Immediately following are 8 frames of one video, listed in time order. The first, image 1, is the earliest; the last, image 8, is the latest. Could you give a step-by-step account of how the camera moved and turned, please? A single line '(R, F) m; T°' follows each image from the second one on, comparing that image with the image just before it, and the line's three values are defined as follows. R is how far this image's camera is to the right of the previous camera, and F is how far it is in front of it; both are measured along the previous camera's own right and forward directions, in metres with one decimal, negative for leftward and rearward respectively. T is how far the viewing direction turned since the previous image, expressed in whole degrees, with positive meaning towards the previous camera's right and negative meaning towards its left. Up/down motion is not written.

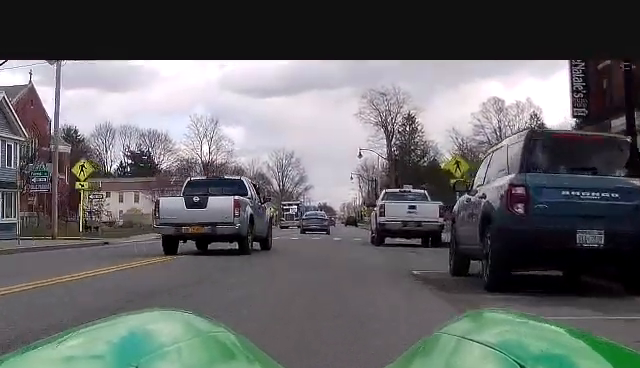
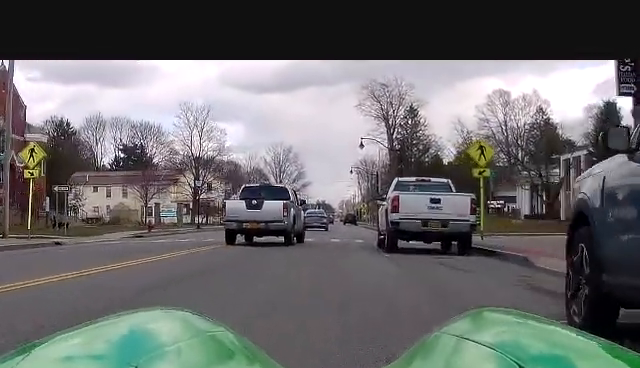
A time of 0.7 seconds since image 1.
(0.0, +6.5) m; 0°
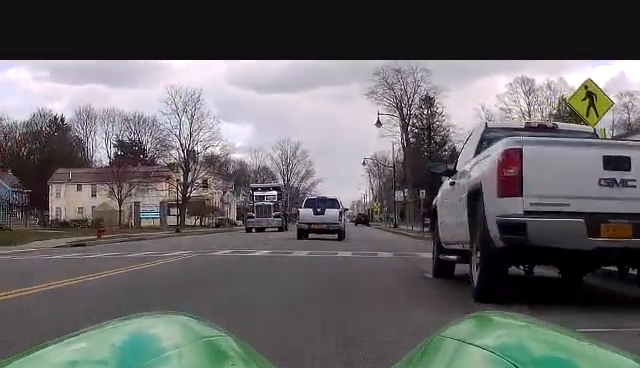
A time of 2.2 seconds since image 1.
(-0.1, +12.9) m; -3°
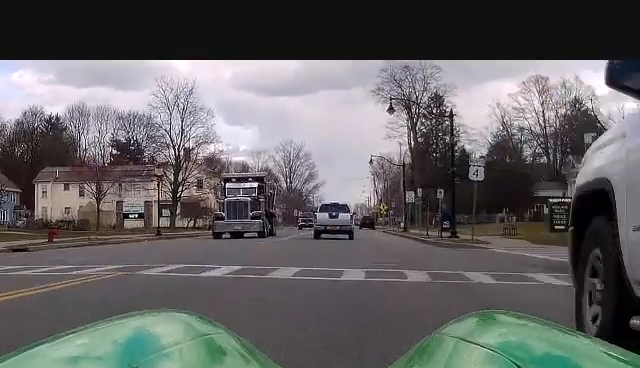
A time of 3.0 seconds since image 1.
(-0.3, +7.4) m; -1°
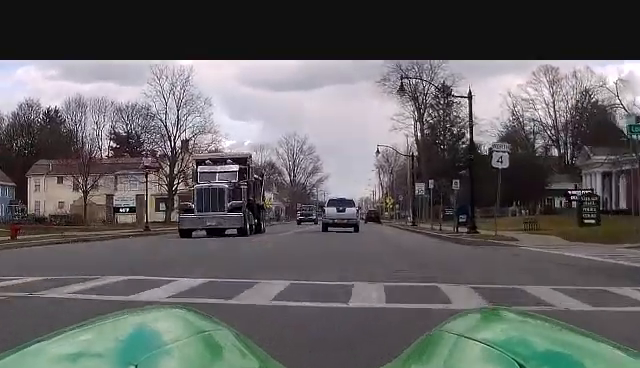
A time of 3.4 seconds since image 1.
(0.0, +4.4) m; +1°
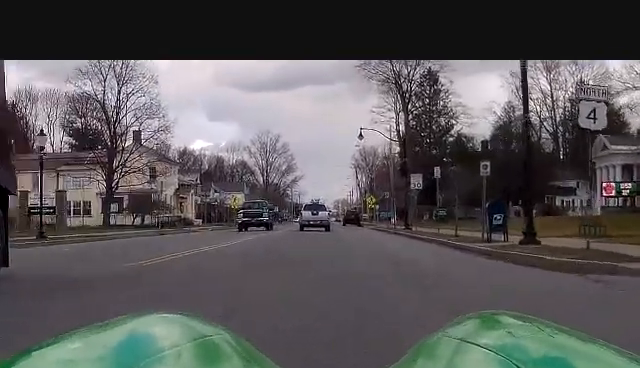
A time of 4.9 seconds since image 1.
(+0.7, +14.2) m; +1°
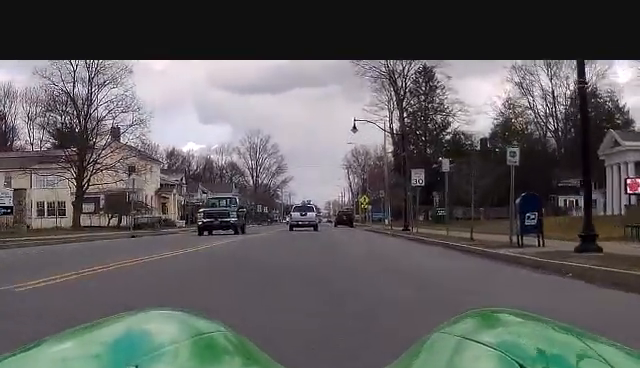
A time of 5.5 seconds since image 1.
(-0.2, +5.9) m; -1°
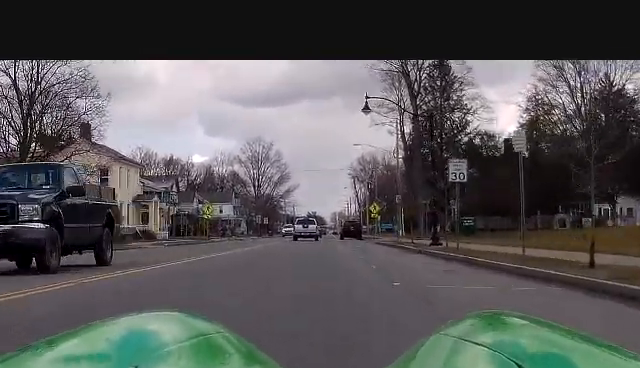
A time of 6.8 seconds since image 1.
(-0.2, +12.6) m; 0°
